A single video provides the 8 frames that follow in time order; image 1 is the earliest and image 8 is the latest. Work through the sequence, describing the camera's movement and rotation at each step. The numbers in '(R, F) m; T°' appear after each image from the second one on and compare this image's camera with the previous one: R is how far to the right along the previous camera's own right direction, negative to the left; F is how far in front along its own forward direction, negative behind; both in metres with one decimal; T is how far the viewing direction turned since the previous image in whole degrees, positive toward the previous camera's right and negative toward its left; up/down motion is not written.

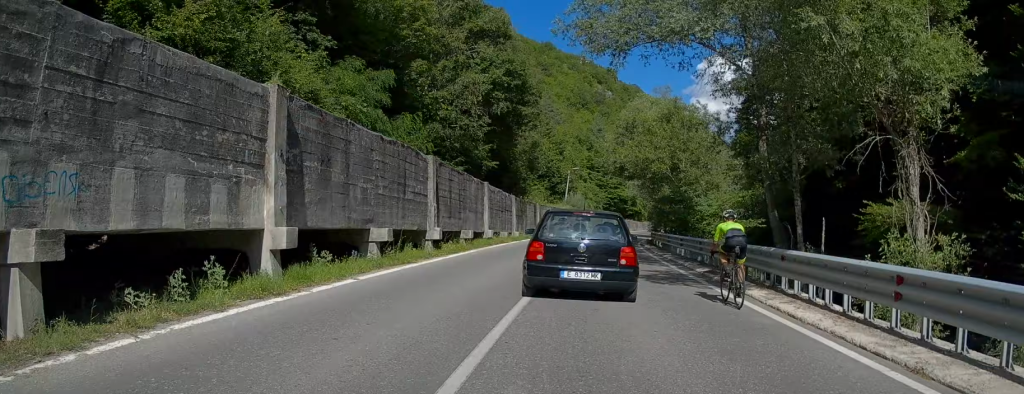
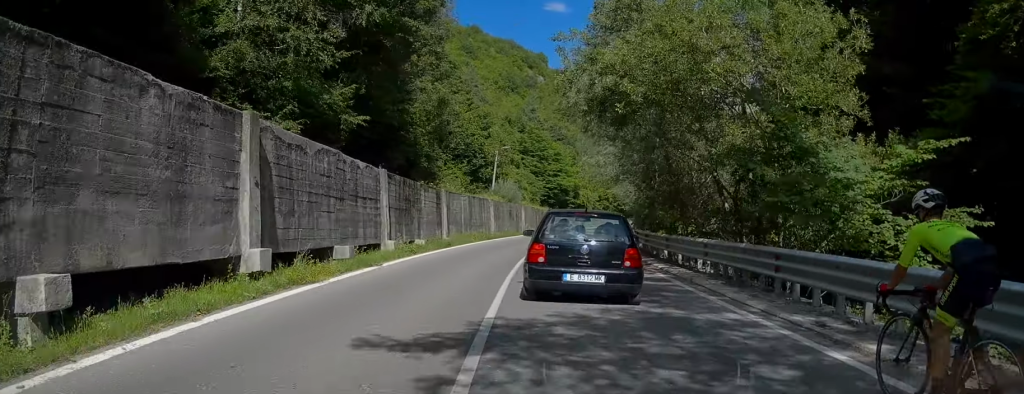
(+1.7, +19.4) m; +7°
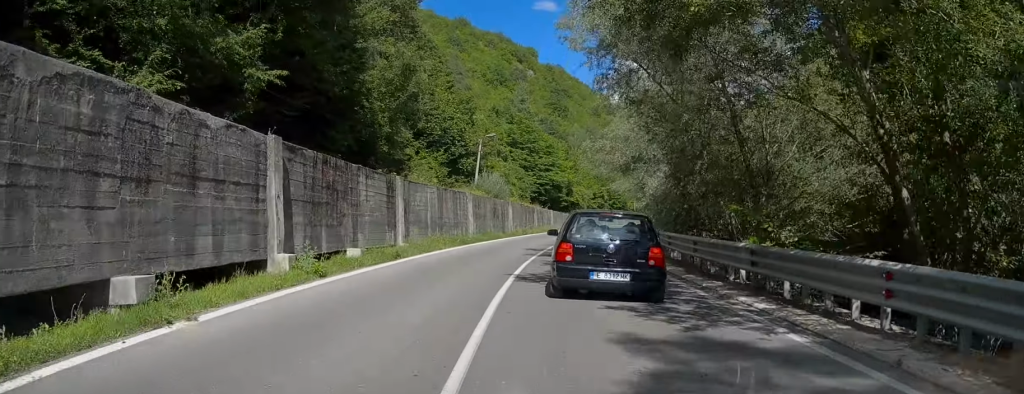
(+0.1, +8.2) m; +2°
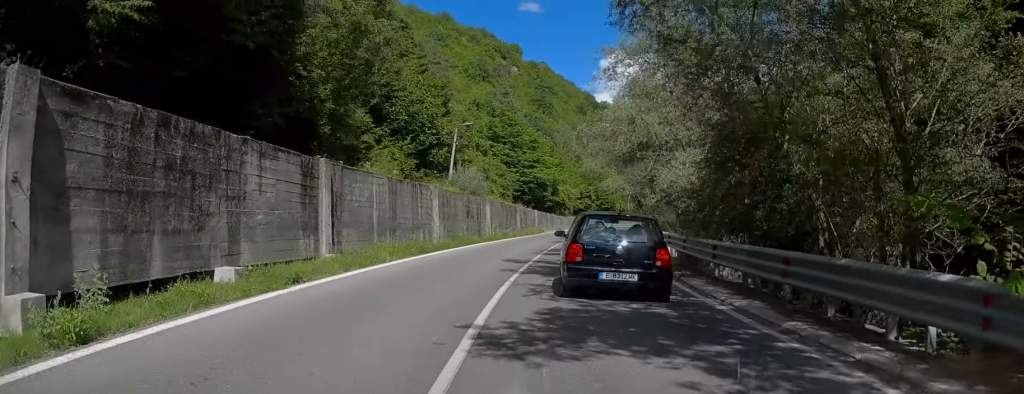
(0.0, +6.4) m; +1°
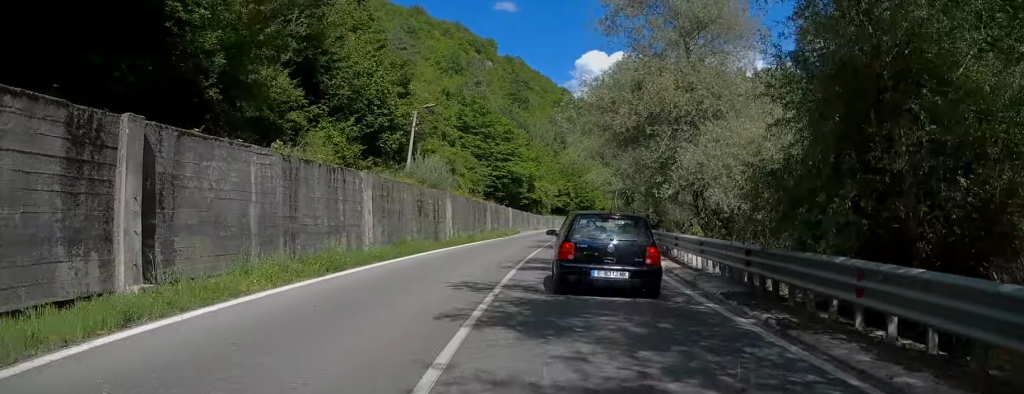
(+0.2, +7.1) m; +1°
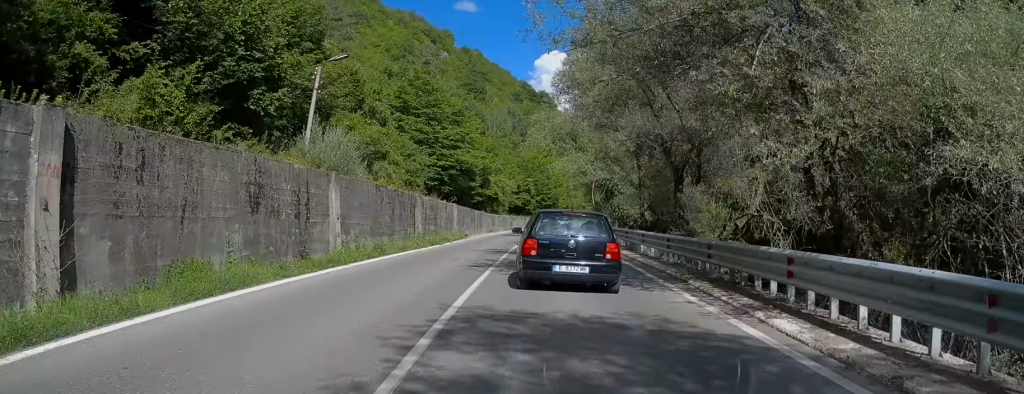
(+0.1, +11.3) m; +2°
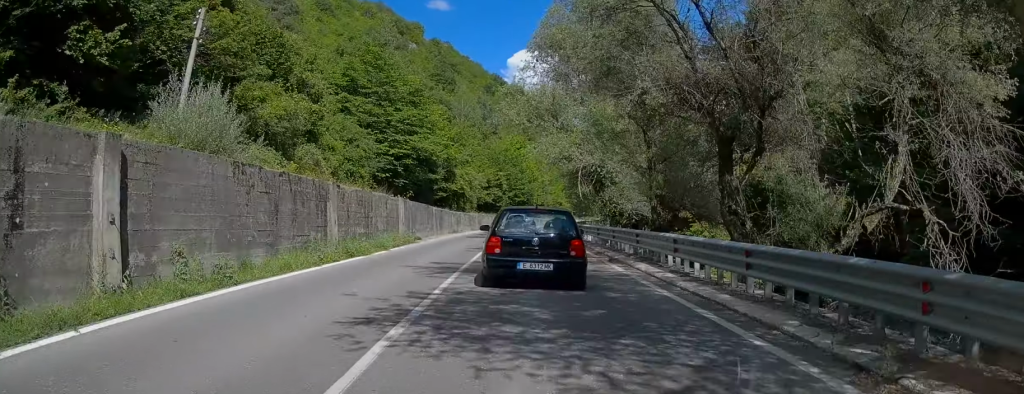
(+0.1, +8.2) m; +1°
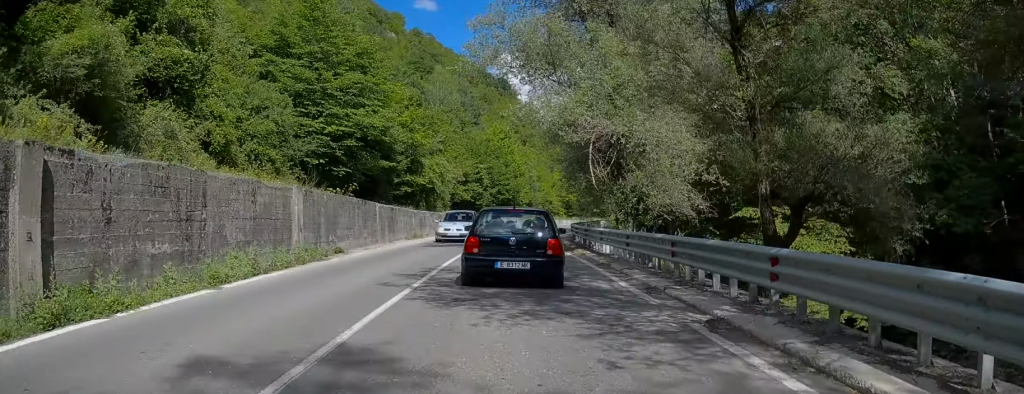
(+0.3, +11.1) m; +1°
